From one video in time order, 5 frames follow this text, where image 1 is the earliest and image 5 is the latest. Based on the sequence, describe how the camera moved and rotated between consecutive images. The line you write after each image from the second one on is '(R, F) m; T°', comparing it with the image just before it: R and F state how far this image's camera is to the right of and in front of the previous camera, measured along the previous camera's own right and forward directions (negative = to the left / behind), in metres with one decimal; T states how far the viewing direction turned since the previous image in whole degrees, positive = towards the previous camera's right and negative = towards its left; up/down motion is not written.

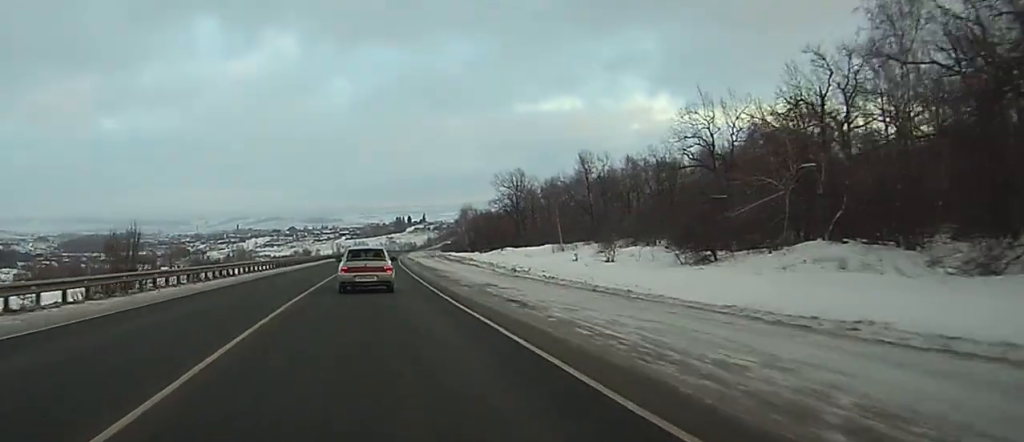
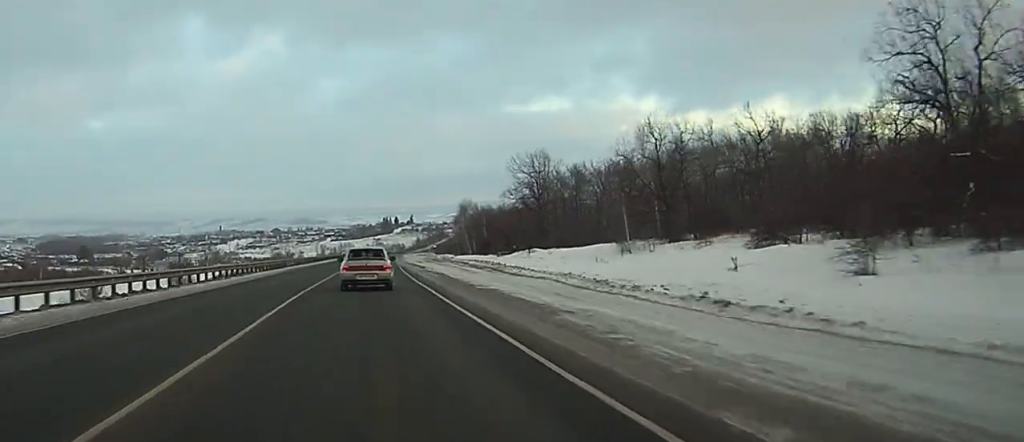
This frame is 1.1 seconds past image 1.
(0.0, +33.2) m; 0°
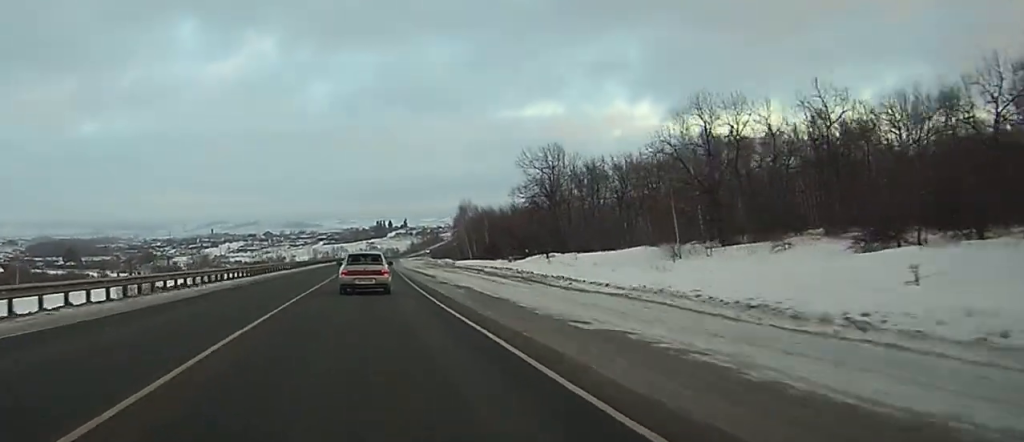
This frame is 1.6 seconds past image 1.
(0.0, +14.1) m; 0°
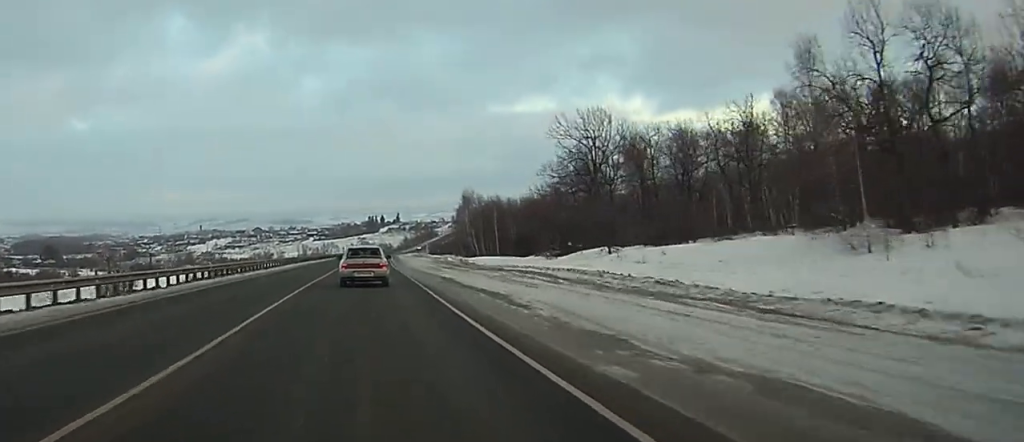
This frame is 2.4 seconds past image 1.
(-0.3, +26.4) m; +1°
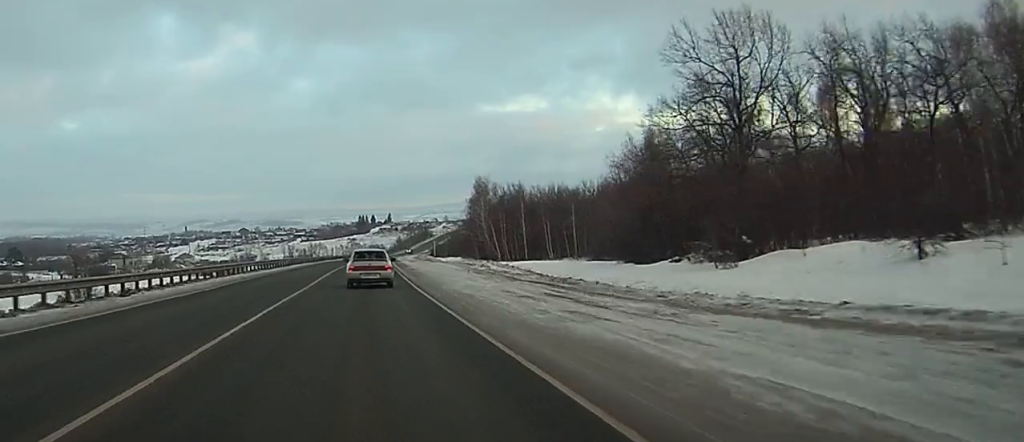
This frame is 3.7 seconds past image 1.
(+0.9, +39.7) m; +2°
